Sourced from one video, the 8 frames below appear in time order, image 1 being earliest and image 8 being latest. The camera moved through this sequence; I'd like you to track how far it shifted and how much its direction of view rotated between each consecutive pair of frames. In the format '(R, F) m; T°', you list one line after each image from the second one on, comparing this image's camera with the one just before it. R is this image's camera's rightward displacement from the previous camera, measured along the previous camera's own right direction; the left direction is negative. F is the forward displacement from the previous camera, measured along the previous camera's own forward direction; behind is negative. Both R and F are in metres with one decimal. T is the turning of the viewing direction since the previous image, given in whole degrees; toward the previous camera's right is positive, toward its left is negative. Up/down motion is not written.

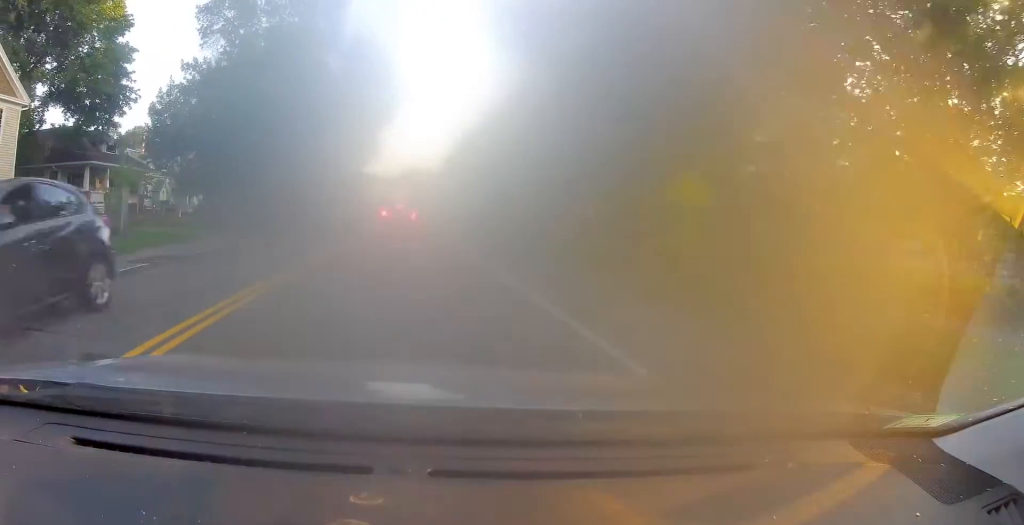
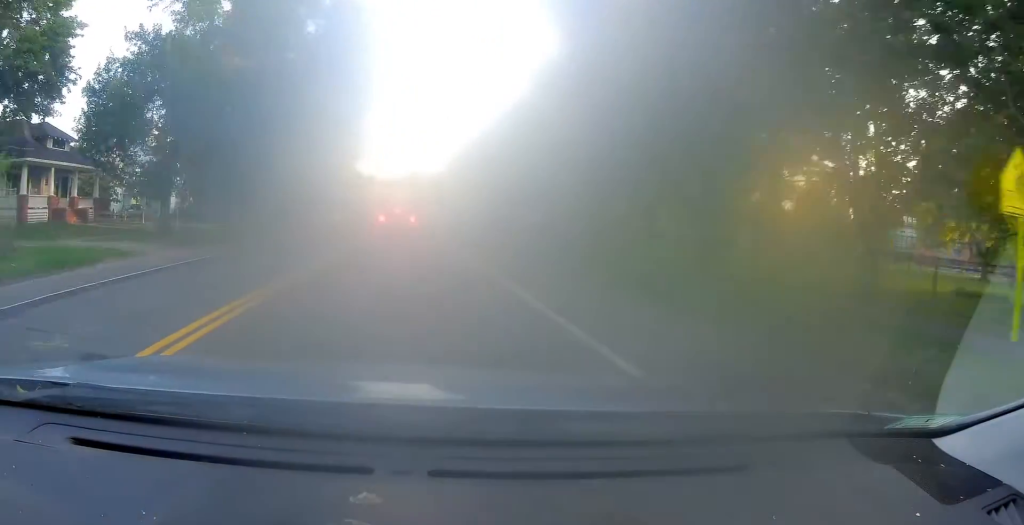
(0.0, +8.0) m; 0°
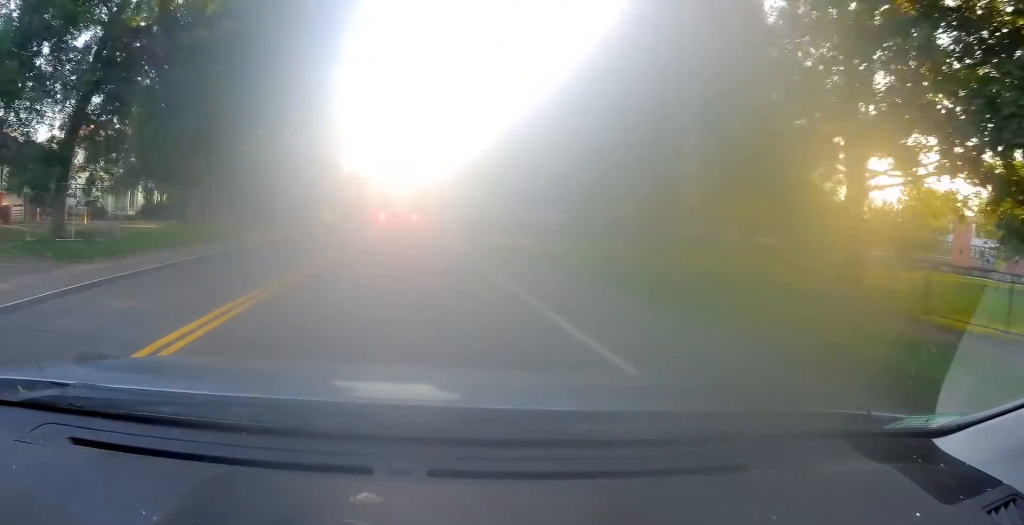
(0.0, +9.6) m; 0°
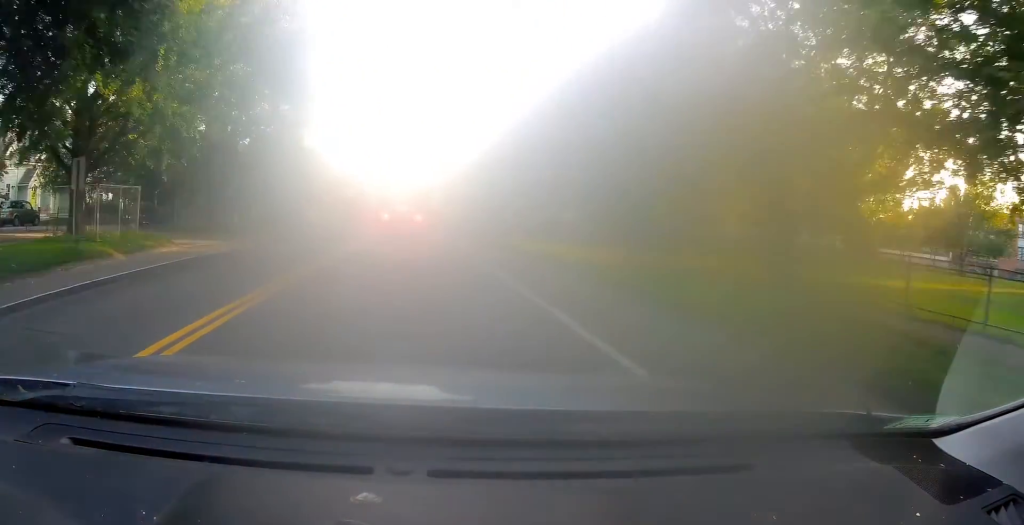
(0.0, +11.1) m; 0°
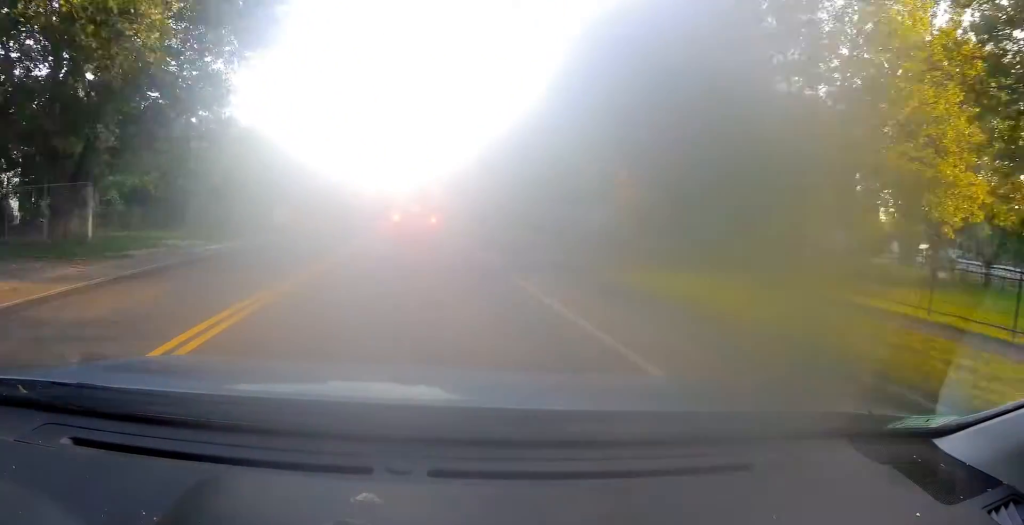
(0.0, +14.8) m; 0°
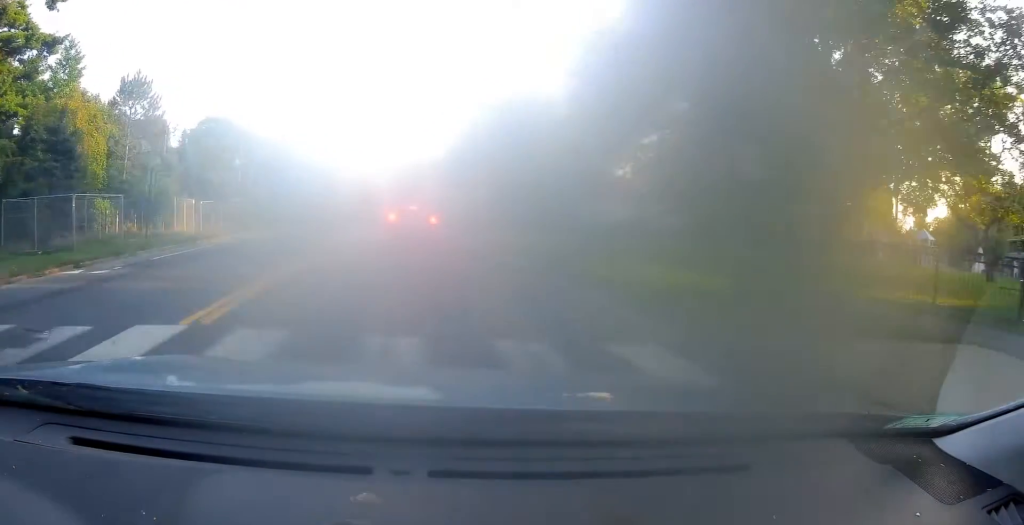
(0.0, +16.1) m; +2°
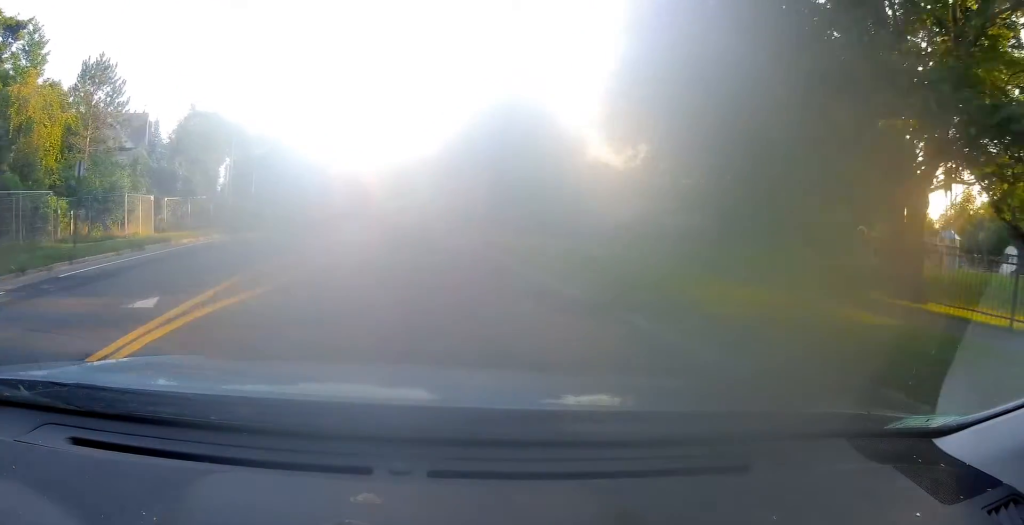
(+0.1, +4.1) m; 0°
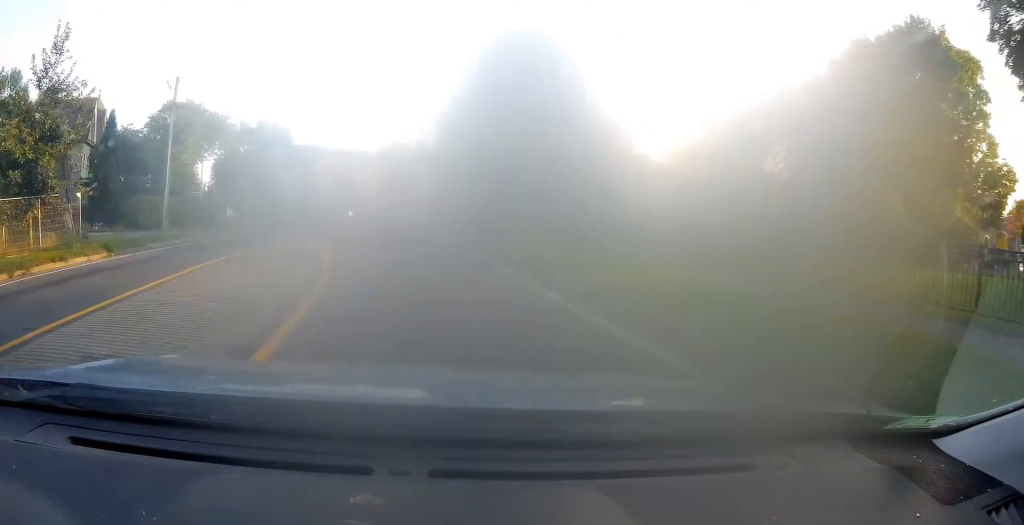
(0.0, +12.9) m; -1°
